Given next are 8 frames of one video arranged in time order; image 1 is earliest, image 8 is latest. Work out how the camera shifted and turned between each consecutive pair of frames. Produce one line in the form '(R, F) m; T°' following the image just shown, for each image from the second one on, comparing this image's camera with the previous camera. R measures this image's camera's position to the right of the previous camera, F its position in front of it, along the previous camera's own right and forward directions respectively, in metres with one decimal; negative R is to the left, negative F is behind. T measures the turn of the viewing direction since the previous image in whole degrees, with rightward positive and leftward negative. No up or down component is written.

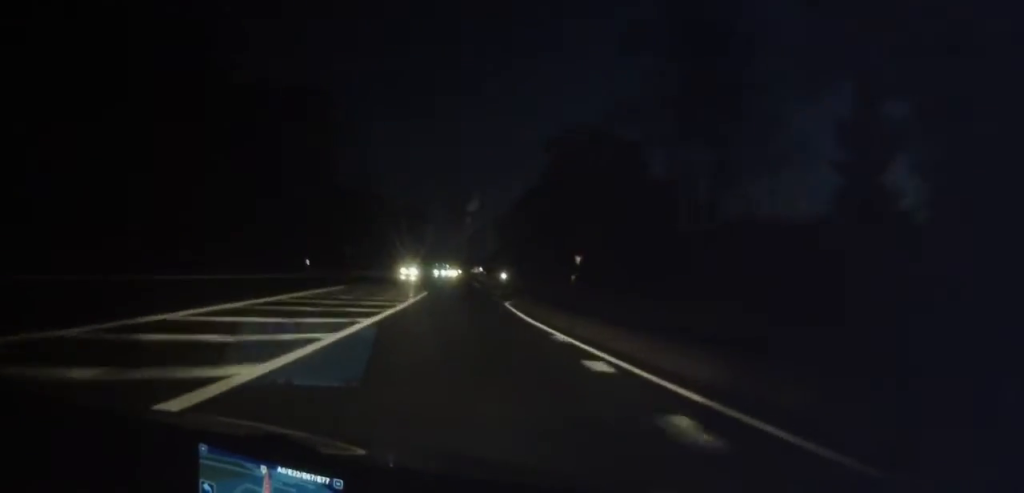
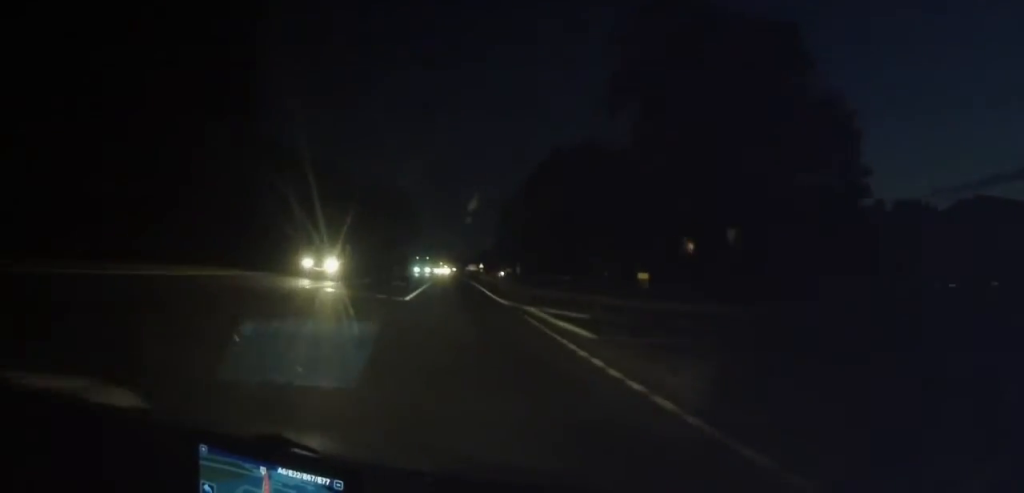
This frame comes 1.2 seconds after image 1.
(+0.4, +29.9) m; +1°
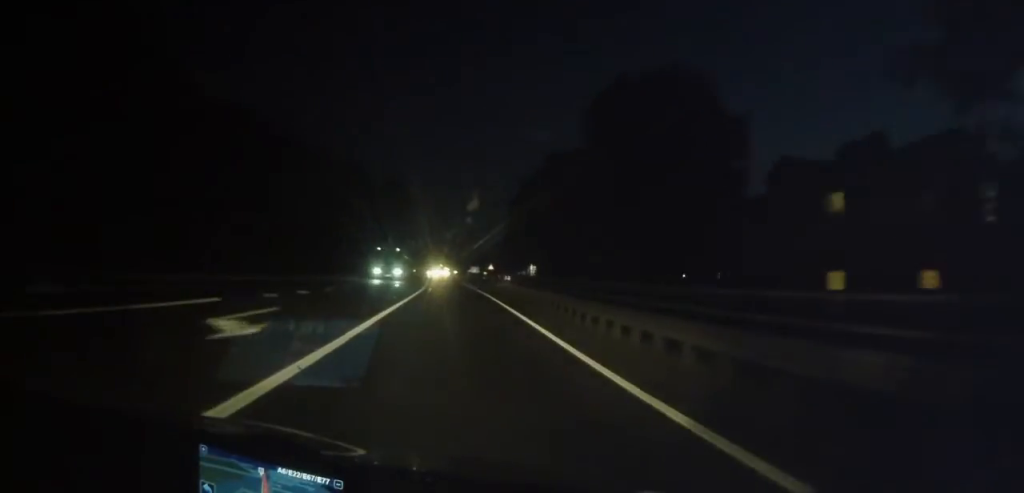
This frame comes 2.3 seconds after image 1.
(-0.3, +28.5) m; 0°
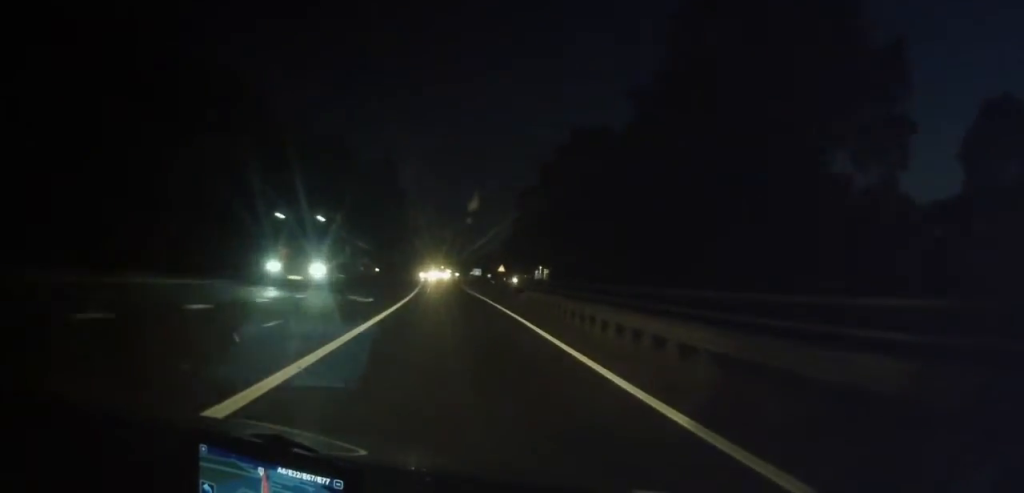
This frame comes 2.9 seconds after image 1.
(+0.1, +17.4) m; 0°
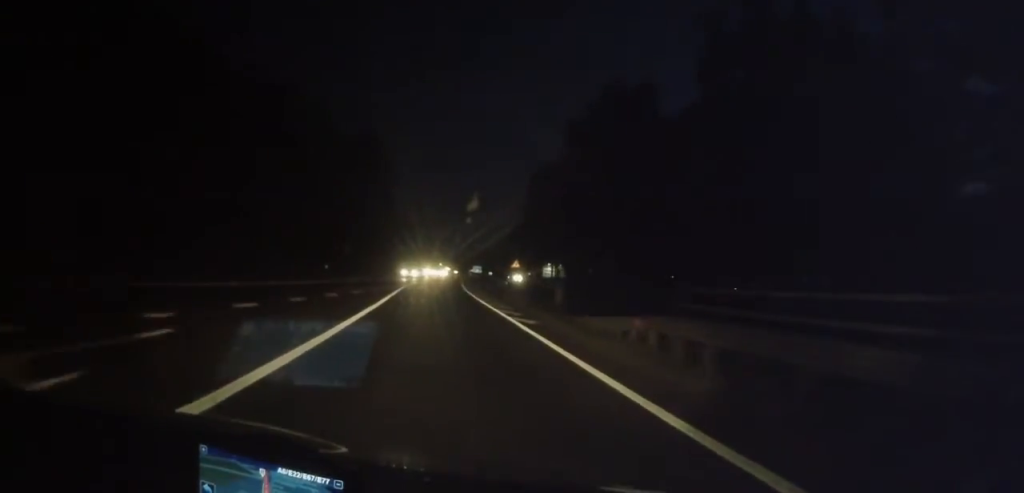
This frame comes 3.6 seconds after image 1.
(+0.2, +18.3) m; 0°
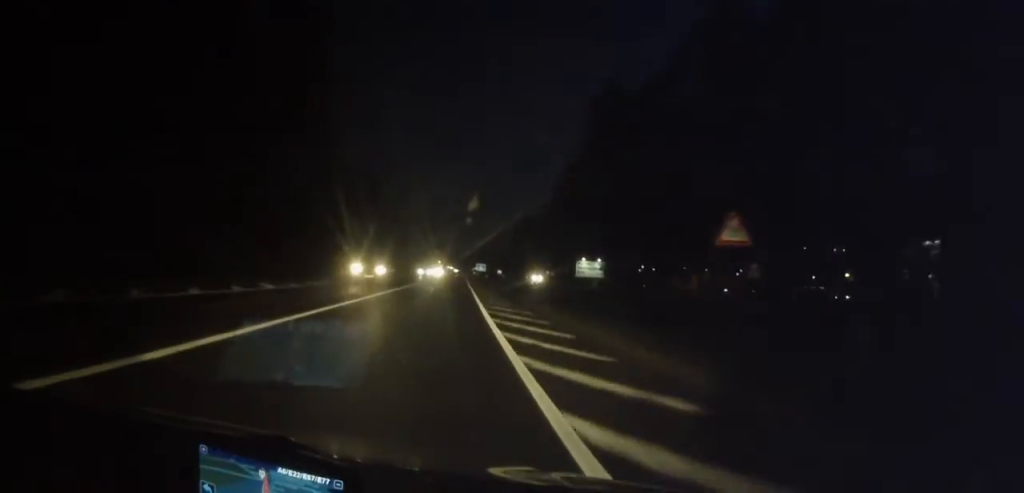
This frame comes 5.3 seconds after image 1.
(0.0, +43.8) m; 0°
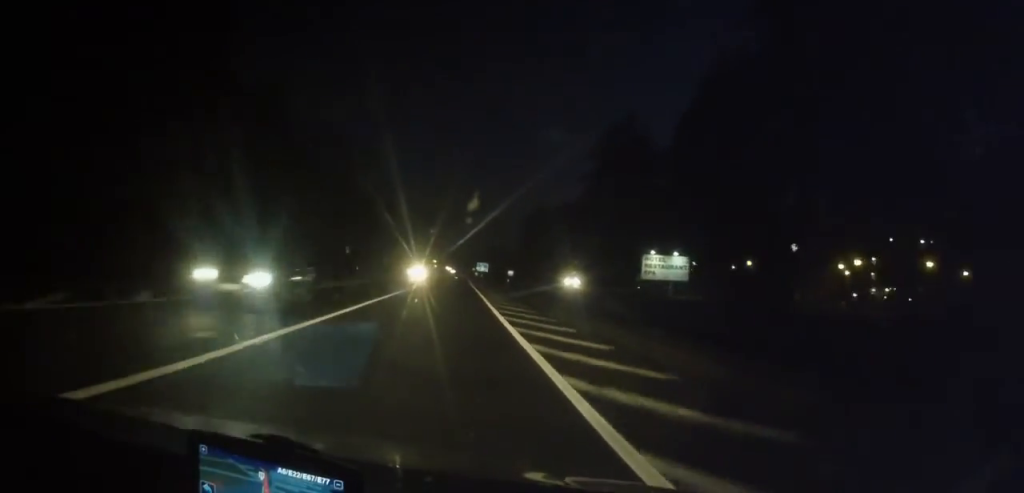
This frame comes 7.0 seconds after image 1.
(-0.1, +44.2) m; 0°
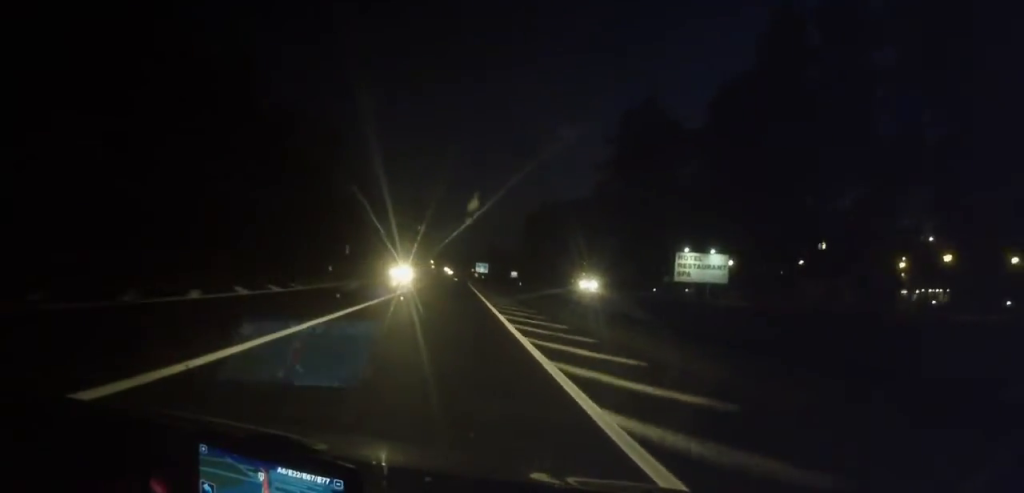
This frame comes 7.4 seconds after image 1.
(+0.1, +12.5) m; 0°
